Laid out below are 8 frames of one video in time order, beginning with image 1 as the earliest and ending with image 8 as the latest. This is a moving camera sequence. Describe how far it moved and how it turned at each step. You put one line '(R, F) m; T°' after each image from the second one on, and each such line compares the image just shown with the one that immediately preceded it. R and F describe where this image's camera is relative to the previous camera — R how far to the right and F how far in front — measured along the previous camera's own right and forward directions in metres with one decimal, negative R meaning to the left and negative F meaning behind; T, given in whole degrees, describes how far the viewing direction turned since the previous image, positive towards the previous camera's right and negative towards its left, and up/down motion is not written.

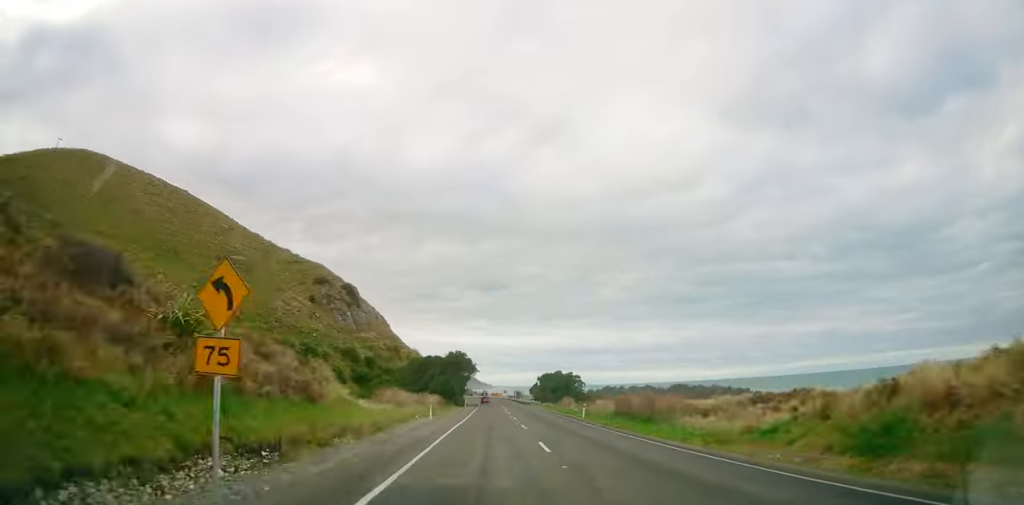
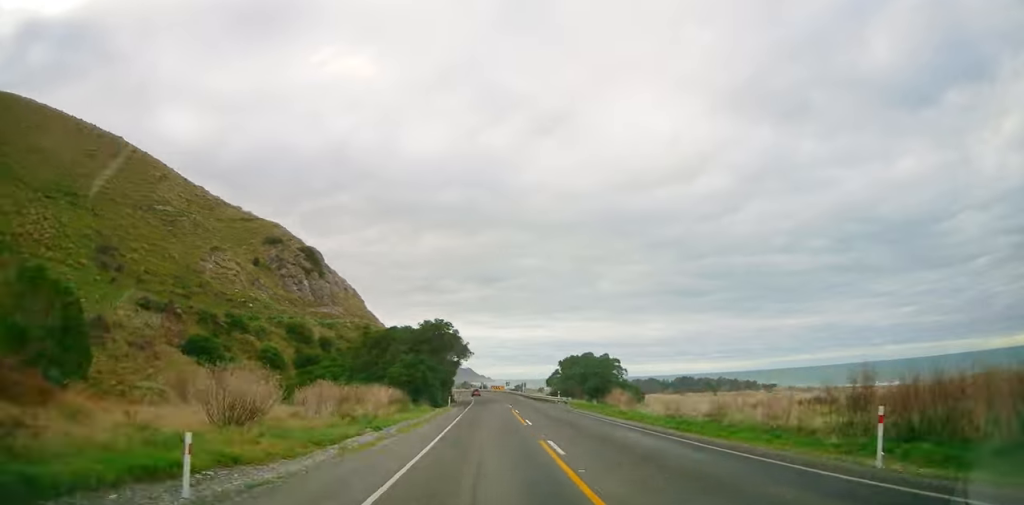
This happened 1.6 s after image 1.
(-0.1, +30.1) m; -1°
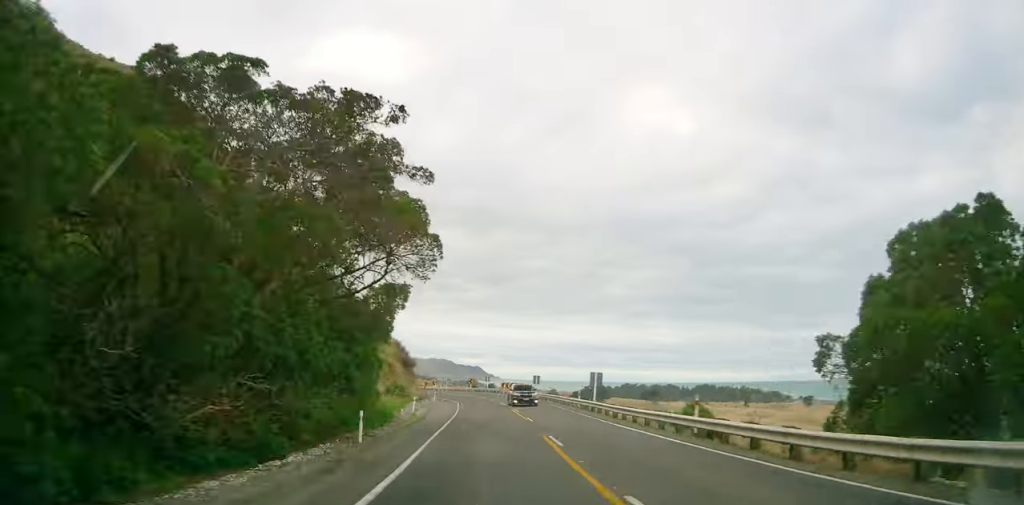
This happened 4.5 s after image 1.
(+0.3, +54.5) m; -4°
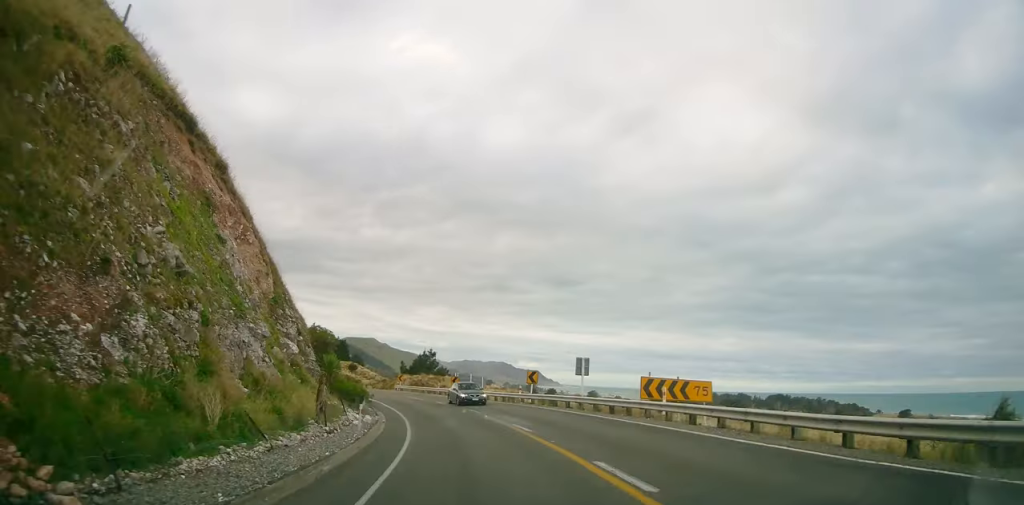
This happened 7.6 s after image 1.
(-4.0, +55.1) m; -11°
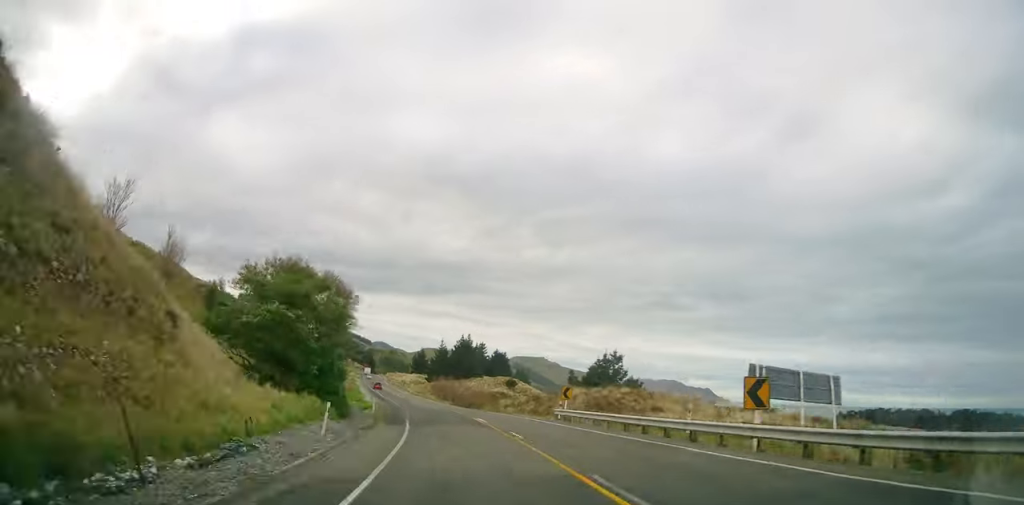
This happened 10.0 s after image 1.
(-4.7, +42.6) m; -8°
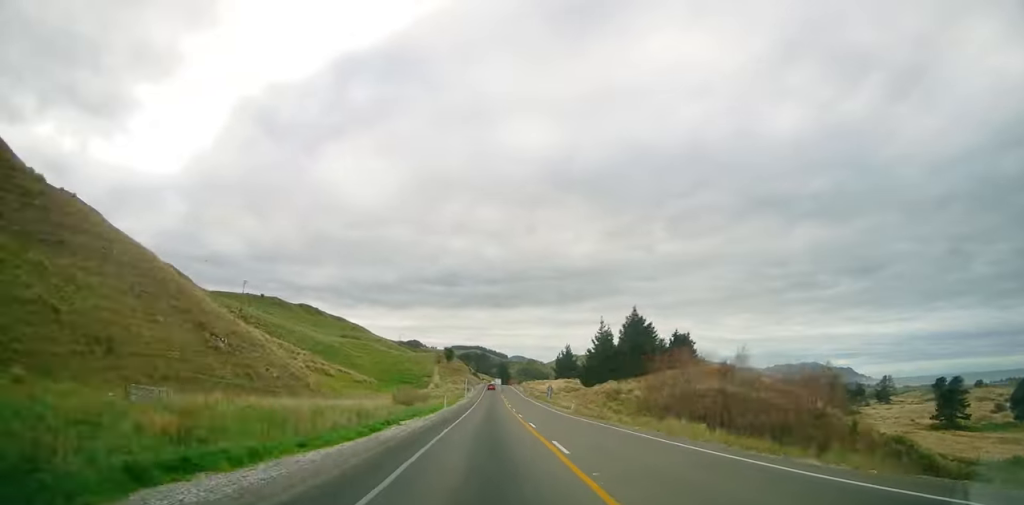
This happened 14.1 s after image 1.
(-10.0, +76.2) m; -10°
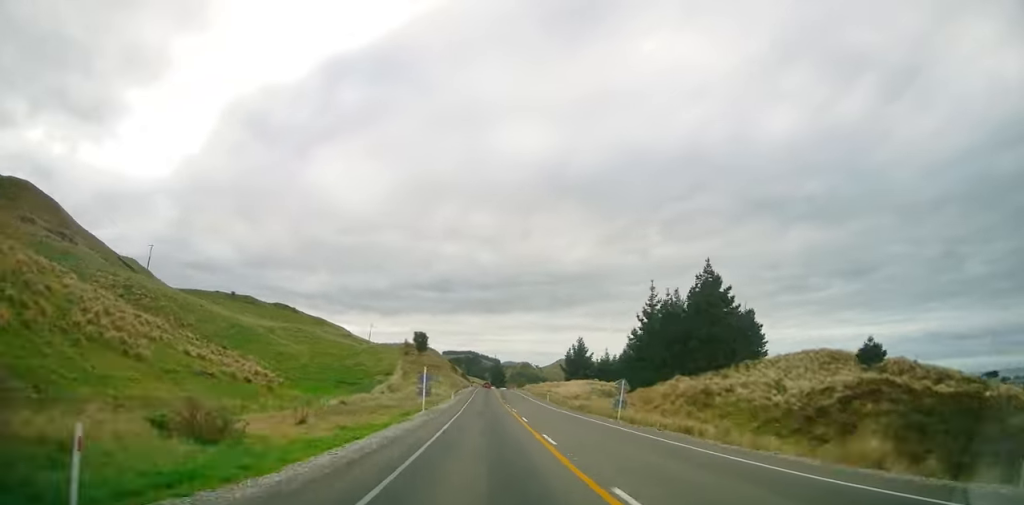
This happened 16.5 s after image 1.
(-1.4, +46.6) m; -2°
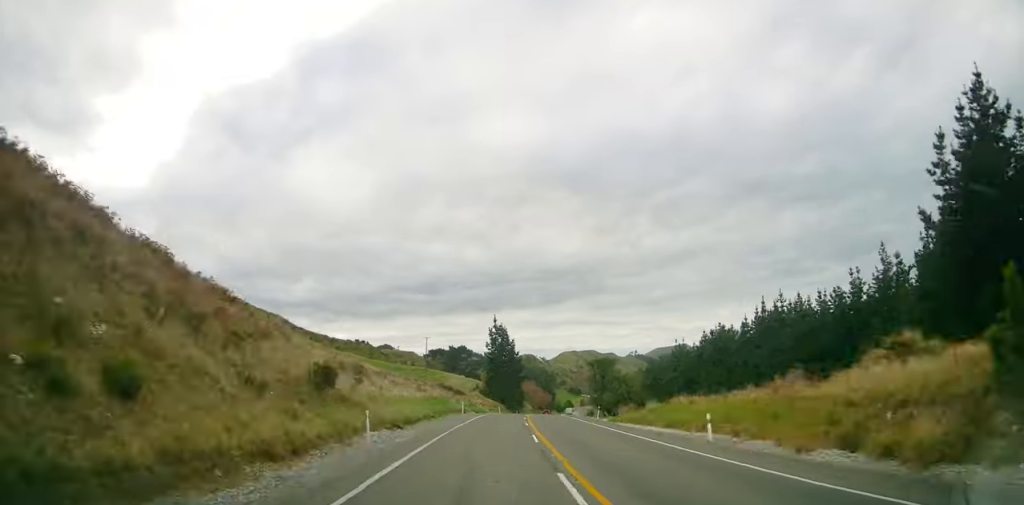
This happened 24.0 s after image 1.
(-1.8, +162.9) m; +4°
